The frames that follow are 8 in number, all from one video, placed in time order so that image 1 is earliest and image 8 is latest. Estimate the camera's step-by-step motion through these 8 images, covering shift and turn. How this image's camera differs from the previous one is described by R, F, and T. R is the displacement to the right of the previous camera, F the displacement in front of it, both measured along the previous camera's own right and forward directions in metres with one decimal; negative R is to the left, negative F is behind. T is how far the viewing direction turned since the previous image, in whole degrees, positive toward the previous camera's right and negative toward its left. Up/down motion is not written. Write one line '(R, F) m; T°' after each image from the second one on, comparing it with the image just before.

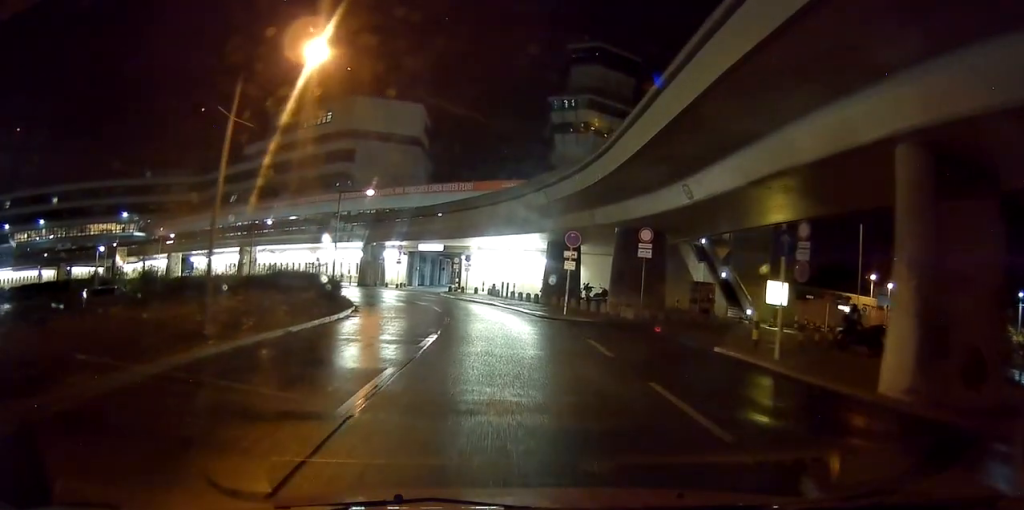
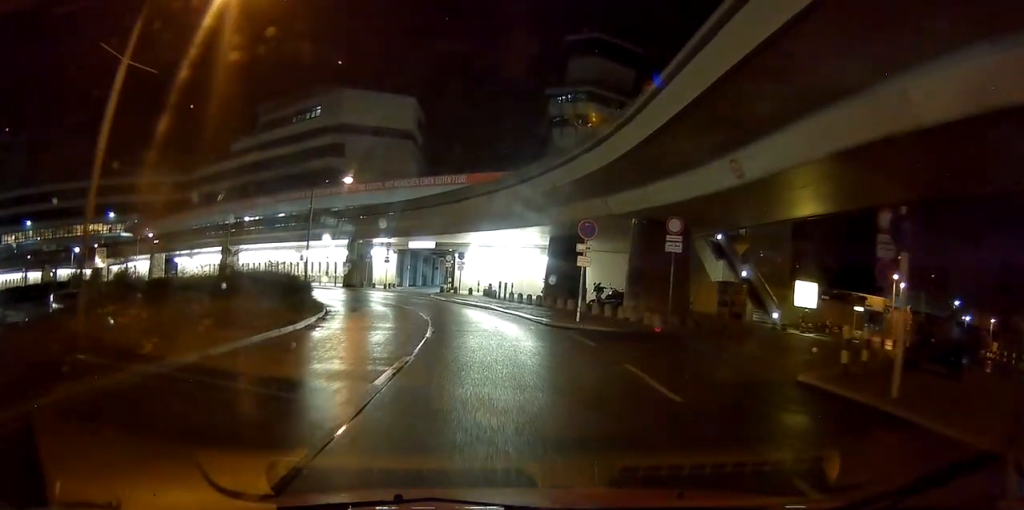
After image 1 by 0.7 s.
(0.0, +4.5) m; 0°
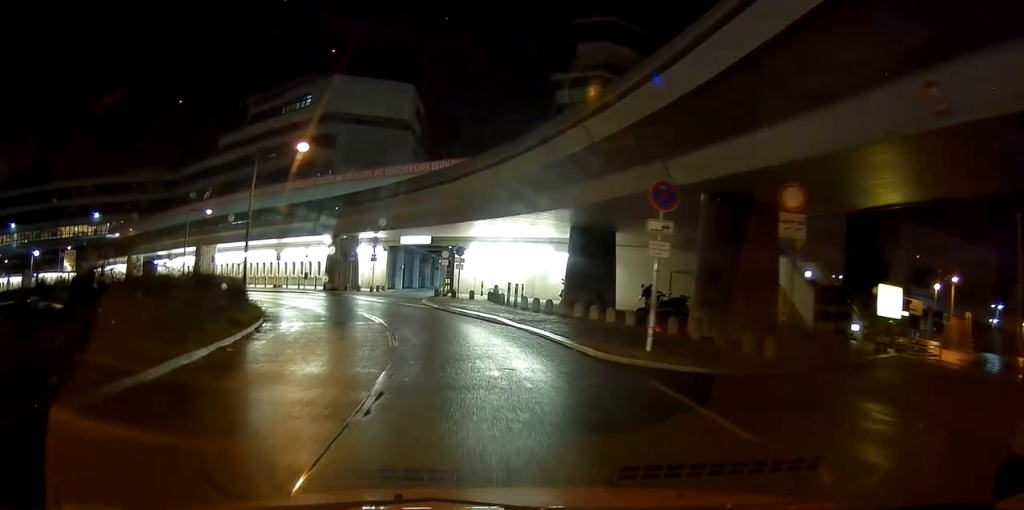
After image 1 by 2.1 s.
(0.0, +8.4) m; +3°
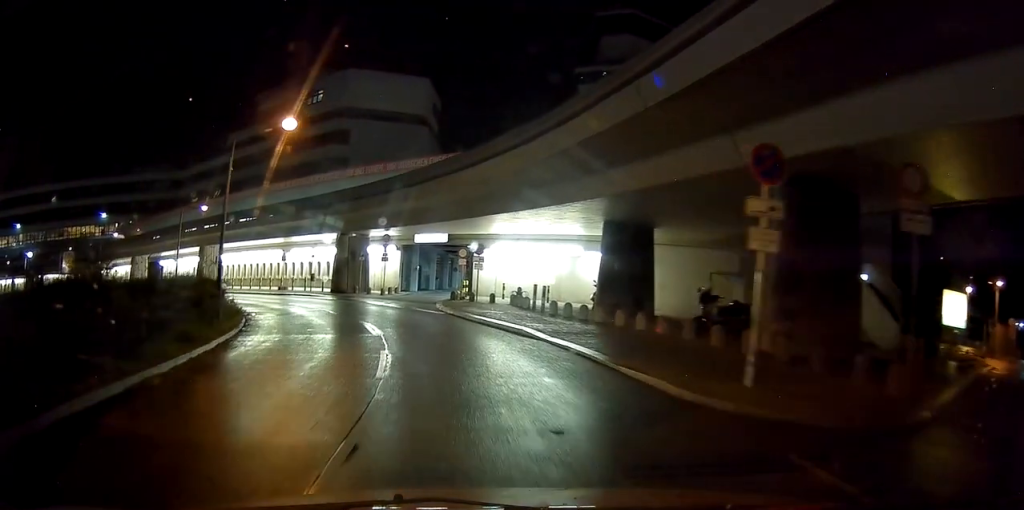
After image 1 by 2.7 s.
(+0.2, +3.9) m; -3°
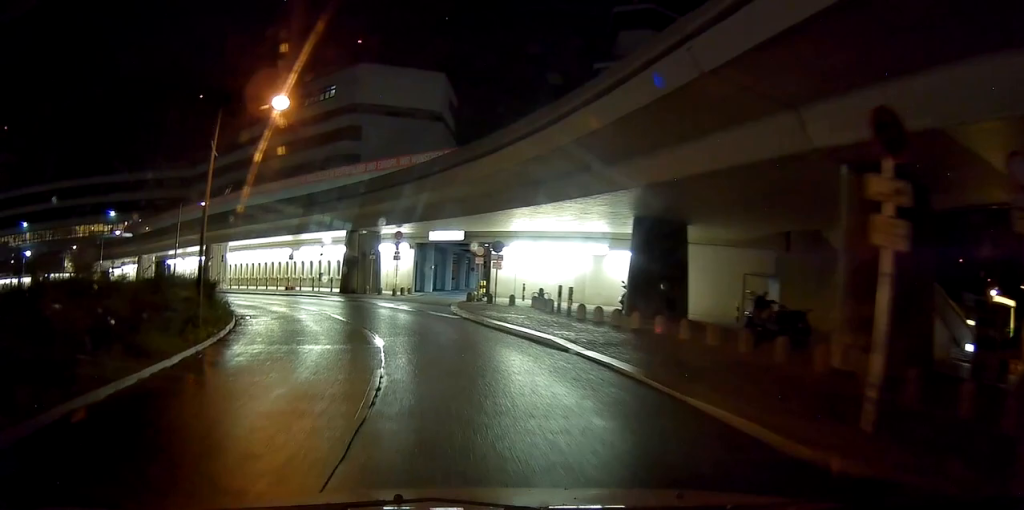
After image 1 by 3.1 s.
(+0.1, +2.5) m; -2°
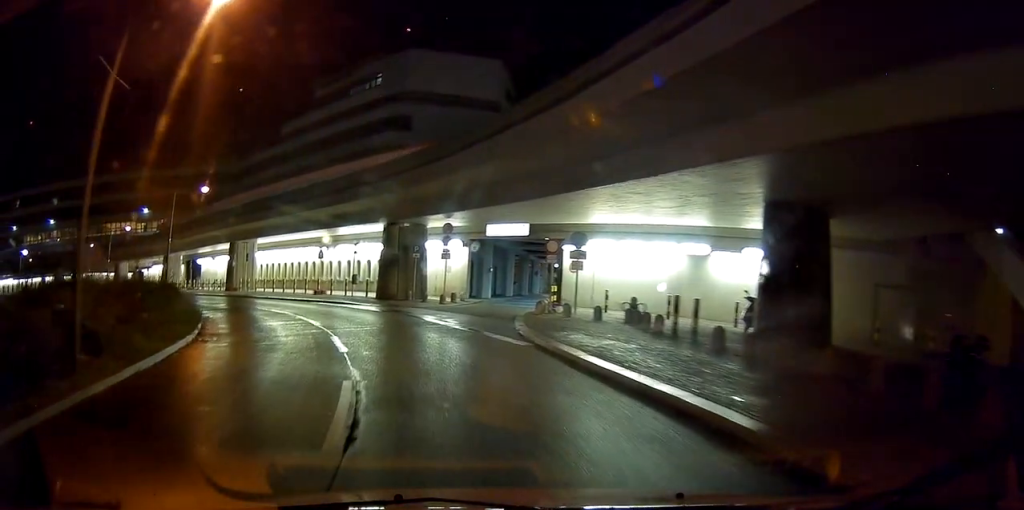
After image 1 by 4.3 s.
(-0.9, +7.5) m; -6°
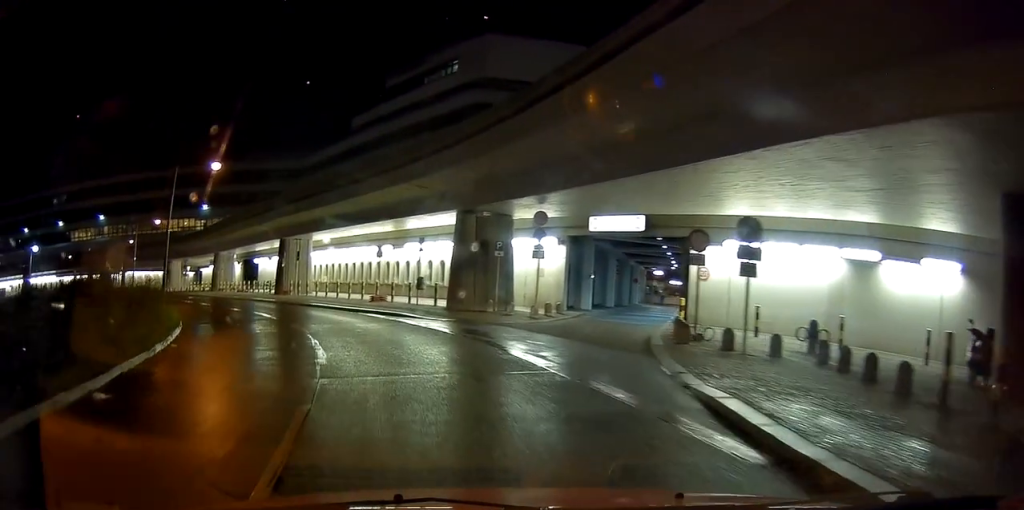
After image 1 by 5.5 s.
(-0.1, +7.5) m; -5°
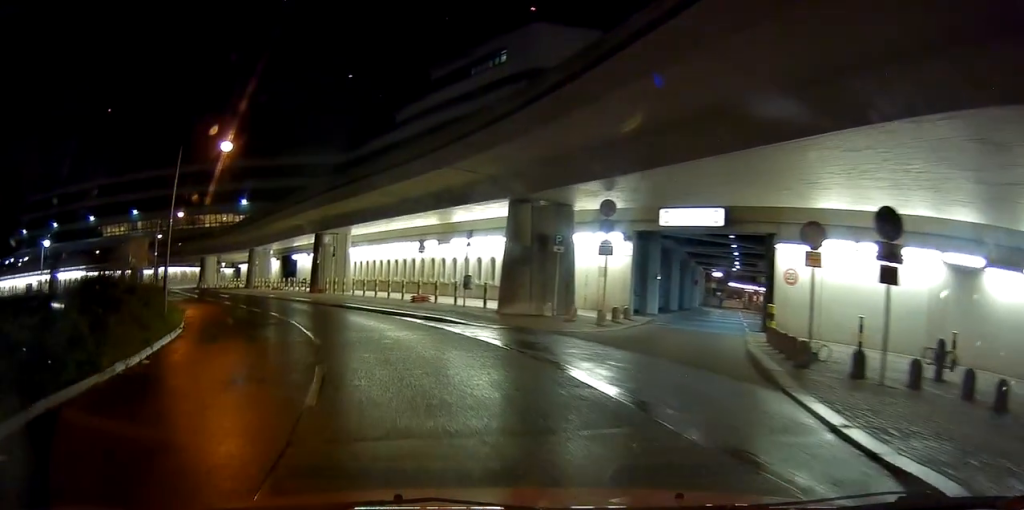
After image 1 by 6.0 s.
(-0.2, +3.5) m; -4°
